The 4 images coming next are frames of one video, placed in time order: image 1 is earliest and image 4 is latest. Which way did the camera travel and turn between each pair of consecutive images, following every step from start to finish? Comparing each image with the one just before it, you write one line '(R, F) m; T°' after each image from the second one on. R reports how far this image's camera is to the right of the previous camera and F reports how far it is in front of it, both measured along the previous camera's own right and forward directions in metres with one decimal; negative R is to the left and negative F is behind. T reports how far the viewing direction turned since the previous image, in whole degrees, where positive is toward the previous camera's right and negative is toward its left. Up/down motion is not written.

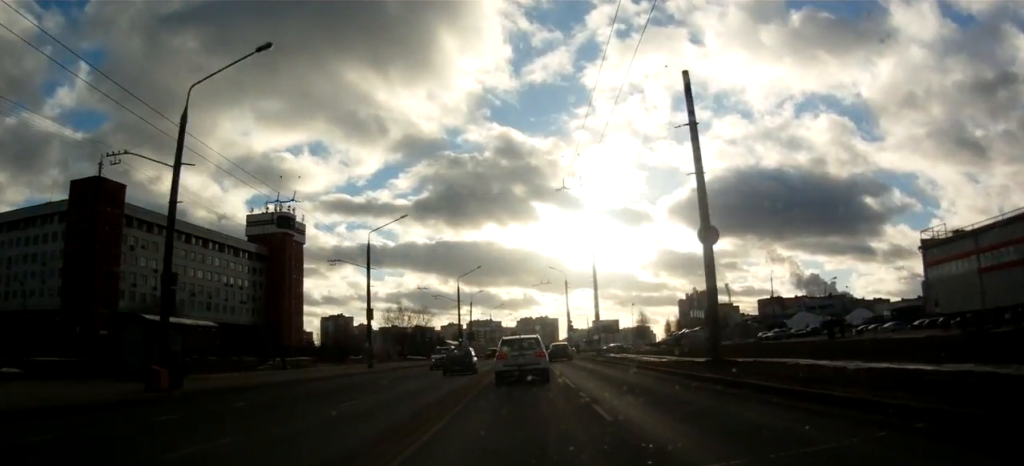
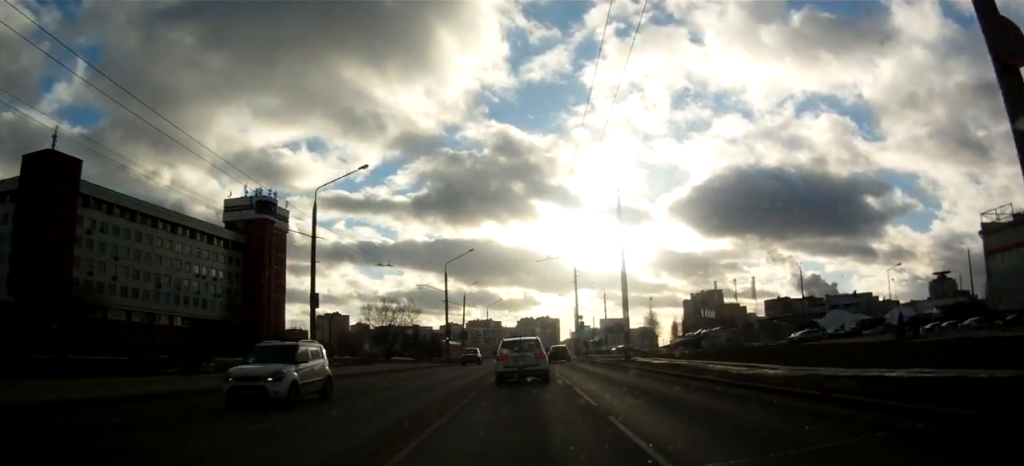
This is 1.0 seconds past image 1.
(-0.3, +13.5) m; 0°
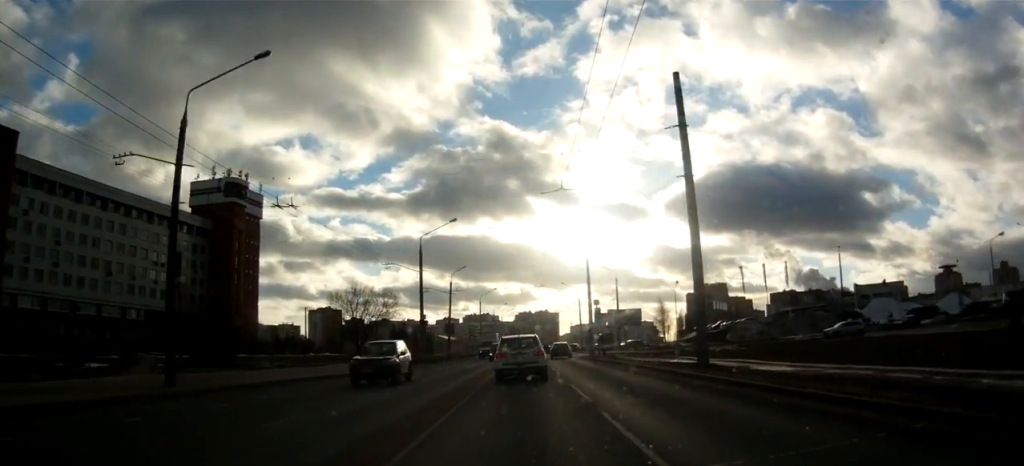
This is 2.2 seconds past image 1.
(+0.3, +15.7) m; +1°
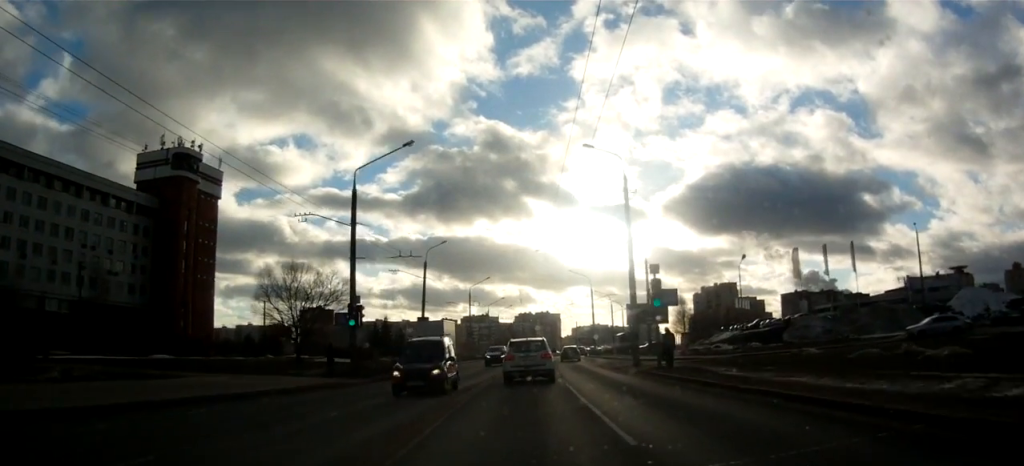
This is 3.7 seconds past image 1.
(-0.7, +21.3) m; -2°
